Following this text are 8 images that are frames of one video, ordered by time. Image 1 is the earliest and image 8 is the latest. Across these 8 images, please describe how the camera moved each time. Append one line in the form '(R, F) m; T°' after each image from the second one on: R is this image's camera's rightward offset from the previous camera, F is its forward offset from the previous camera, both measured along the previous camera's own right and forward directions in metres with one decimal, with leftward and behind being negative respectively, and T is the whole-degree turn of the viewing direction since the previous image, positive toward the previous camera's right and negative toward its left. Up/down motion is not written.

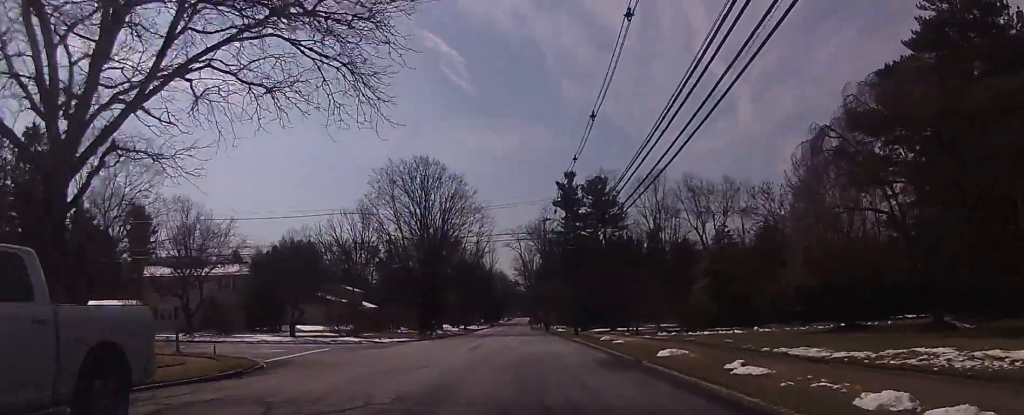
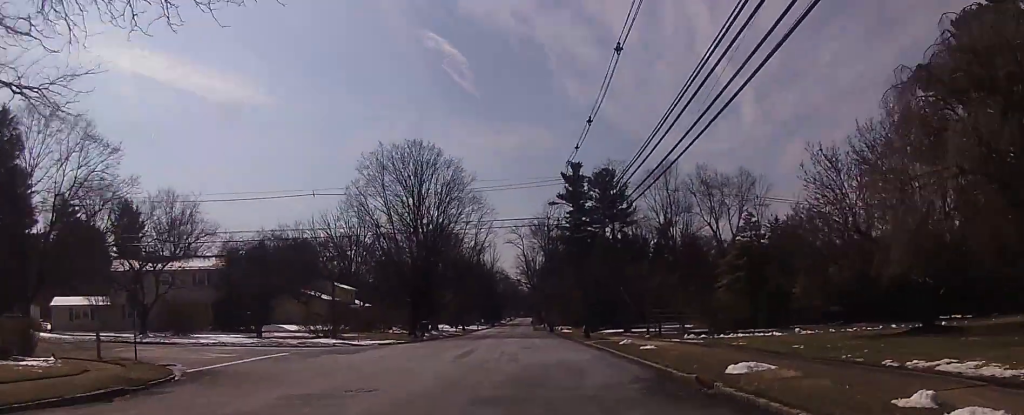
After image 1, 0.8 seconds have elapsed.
(+0.4, +7.3) m; -1°
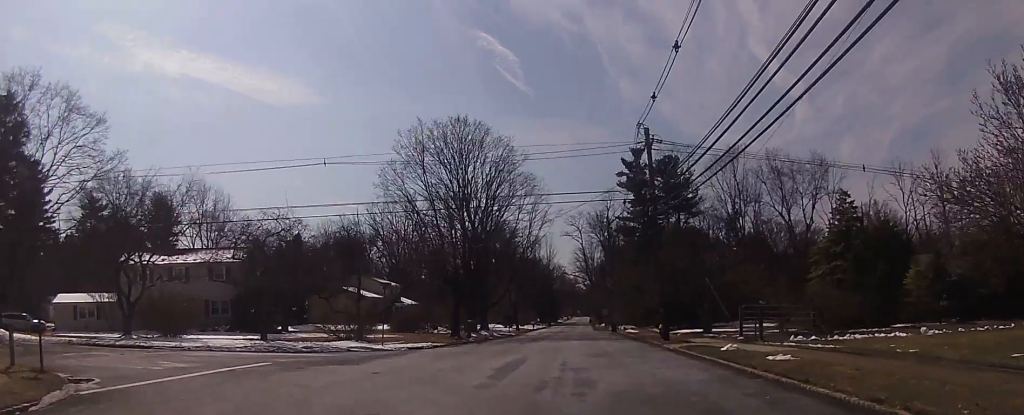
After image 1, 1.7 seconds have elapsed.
(-0.6, +8.1) m; -10°
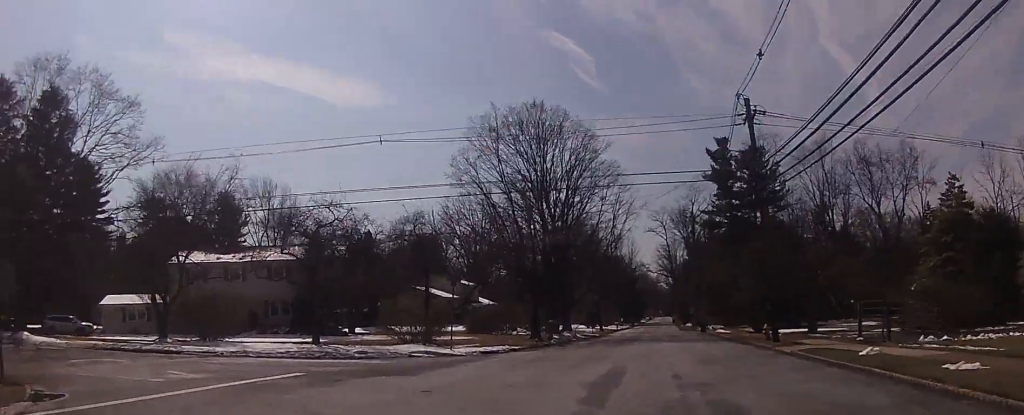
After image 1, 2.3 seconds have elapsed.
(-0.5, +4.2) m; -7°
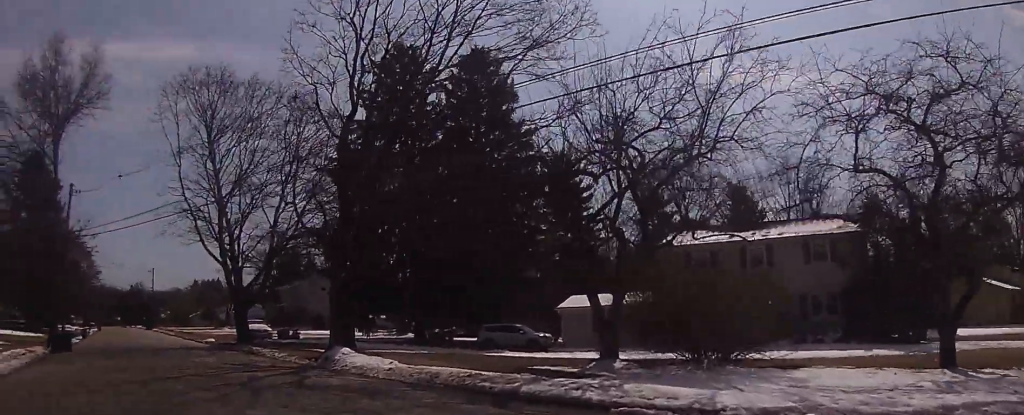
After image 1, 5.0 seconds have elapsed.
(-5.8, +16.6) m; -42°
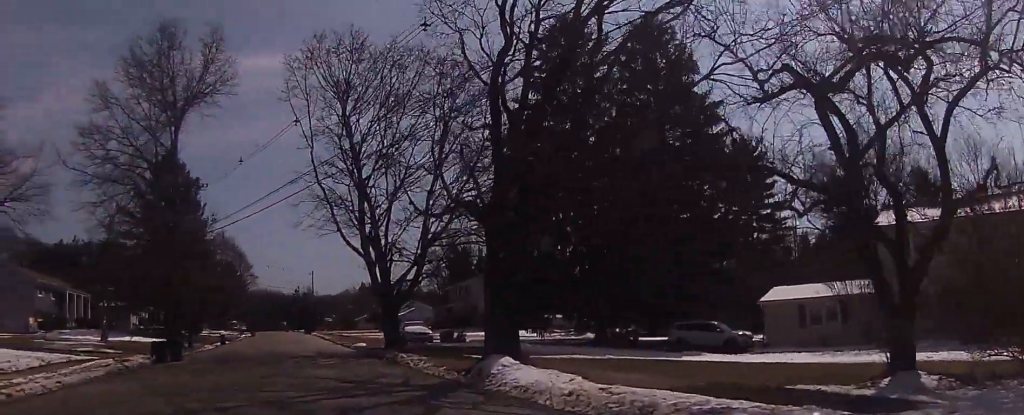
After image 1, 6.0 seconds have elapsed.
(-0.8, +5.9) m; -12°
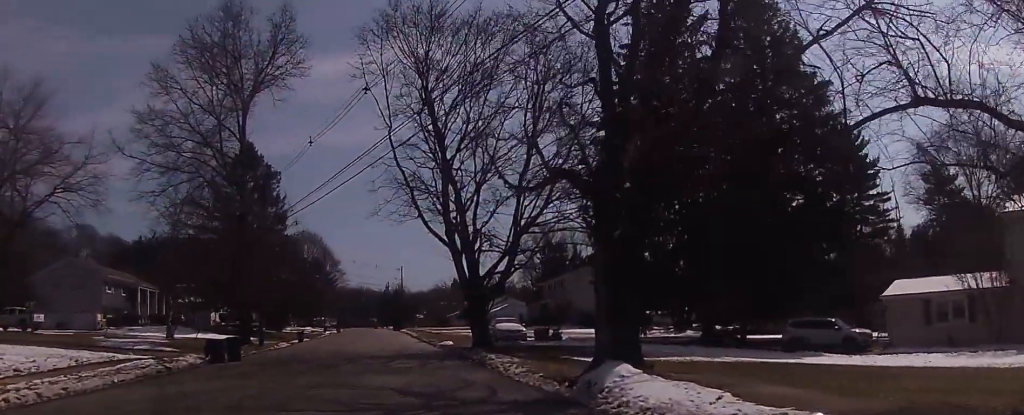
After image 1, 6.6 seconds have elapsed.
(-0.1, +3.3) m; -7°
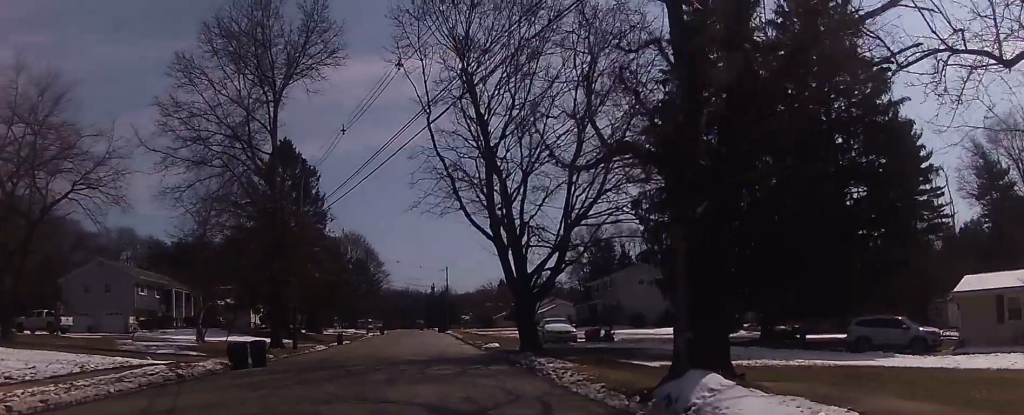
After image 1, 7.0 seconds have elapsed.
(-0.1, +2.2) m; -4°
